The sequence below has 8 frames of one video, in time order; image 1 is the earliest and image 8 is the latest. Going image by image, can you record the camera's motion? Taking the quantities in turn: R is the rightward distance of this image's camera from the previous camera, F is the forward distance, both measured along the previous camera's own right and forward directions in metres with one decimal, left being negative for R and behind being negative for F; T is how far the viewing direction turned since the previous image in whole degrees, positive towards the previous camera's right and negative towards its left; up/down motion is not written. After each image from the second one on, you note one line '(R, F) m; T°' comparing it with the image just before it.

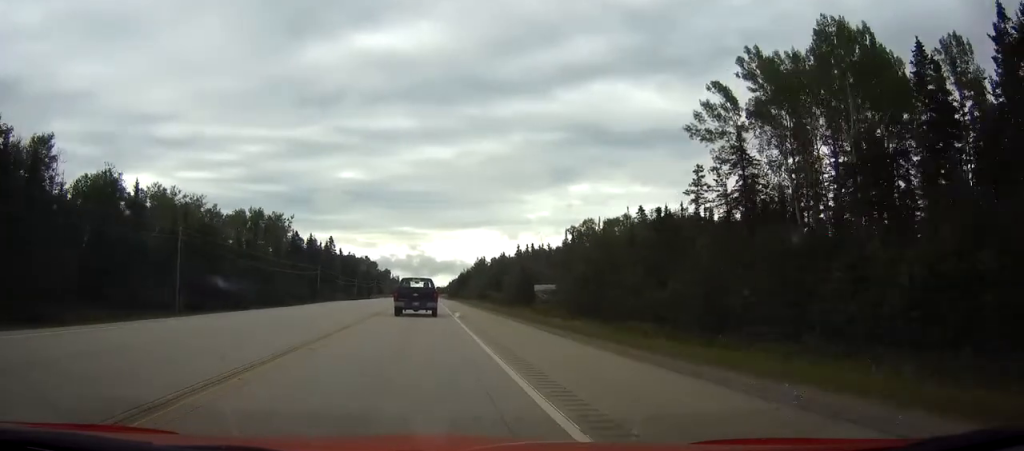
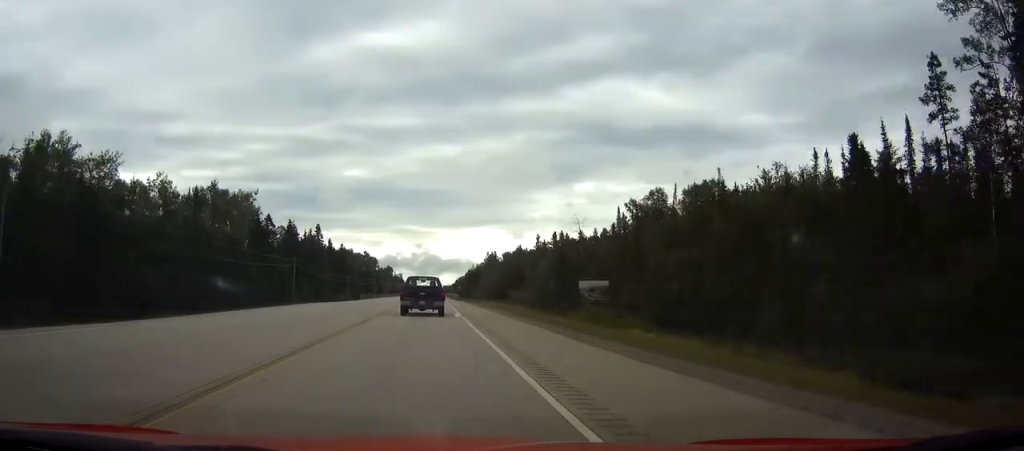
(-0.1, +29.6) m; 0°
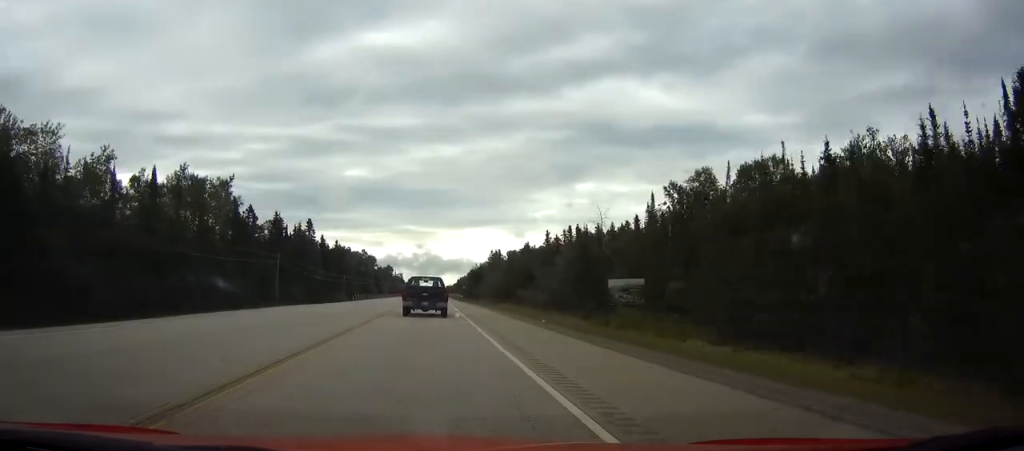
(0.0, +12.8) m; 0°
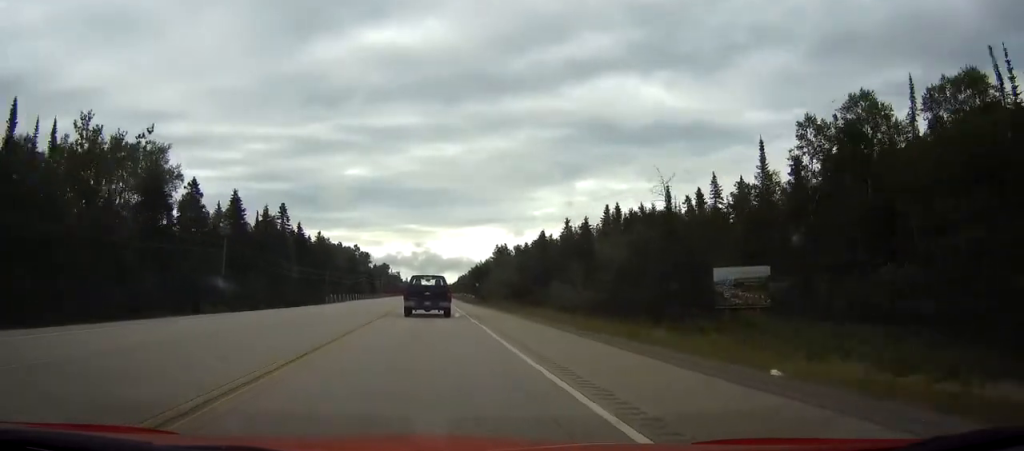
(0.0, +25.7) m; 0°
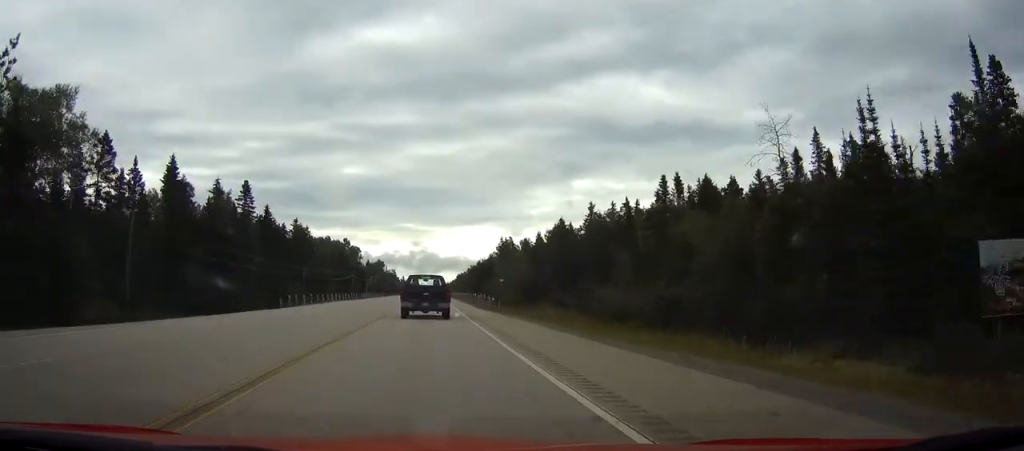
(0.0, +23.6) m; 0°
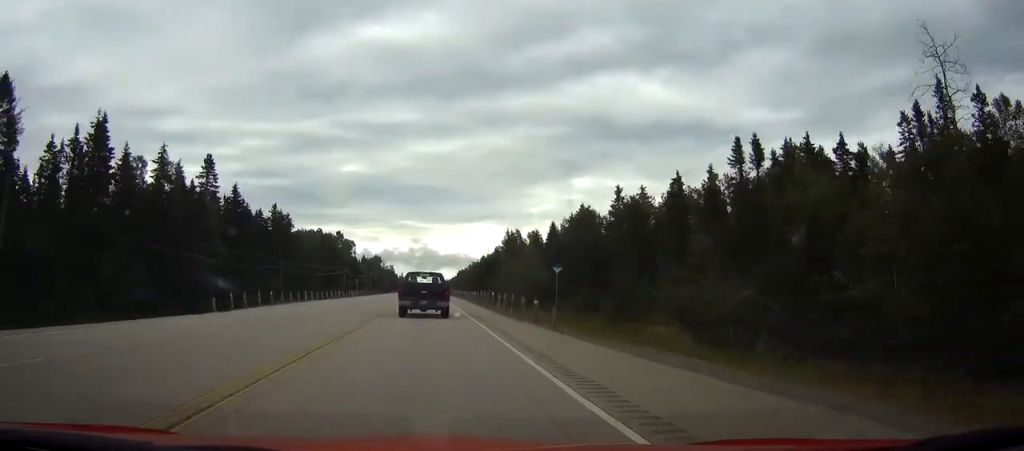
(0.0, +17.6) m; 0°
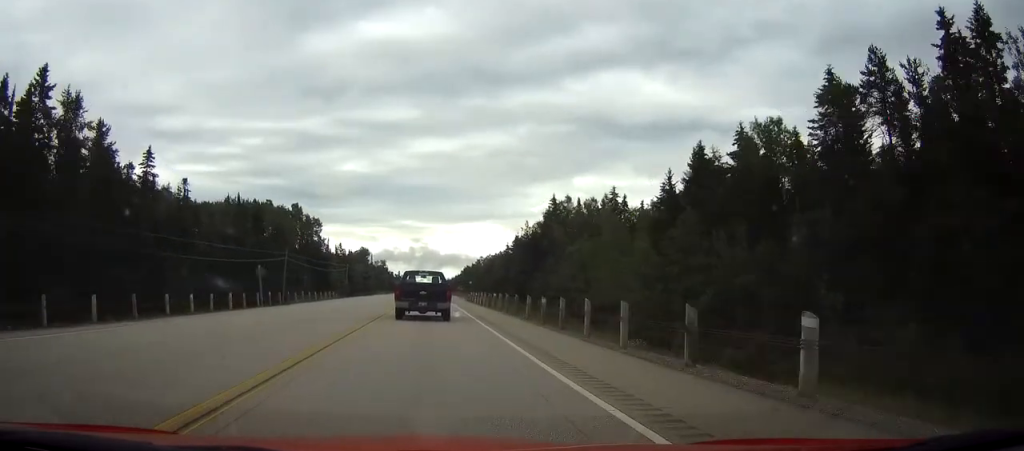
(+0.1, +72.0) m; 0°
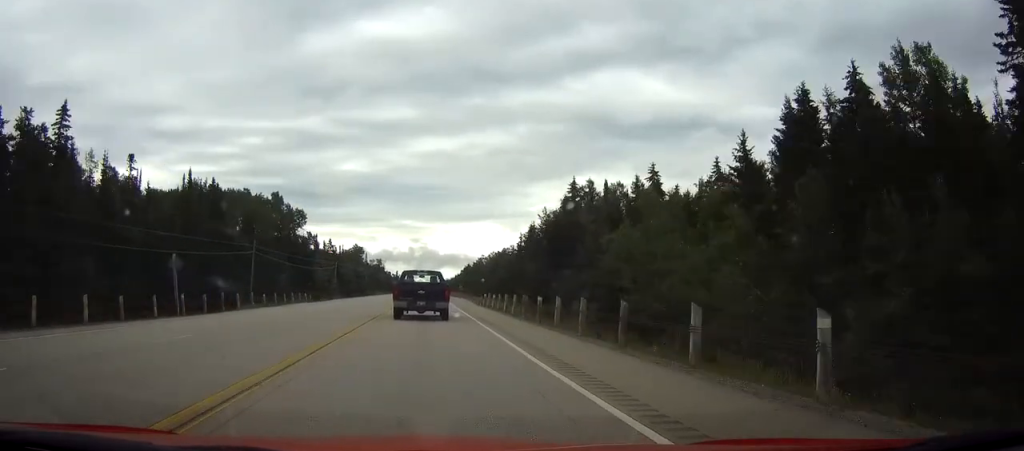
(0.0, +18.6) m; 0°
